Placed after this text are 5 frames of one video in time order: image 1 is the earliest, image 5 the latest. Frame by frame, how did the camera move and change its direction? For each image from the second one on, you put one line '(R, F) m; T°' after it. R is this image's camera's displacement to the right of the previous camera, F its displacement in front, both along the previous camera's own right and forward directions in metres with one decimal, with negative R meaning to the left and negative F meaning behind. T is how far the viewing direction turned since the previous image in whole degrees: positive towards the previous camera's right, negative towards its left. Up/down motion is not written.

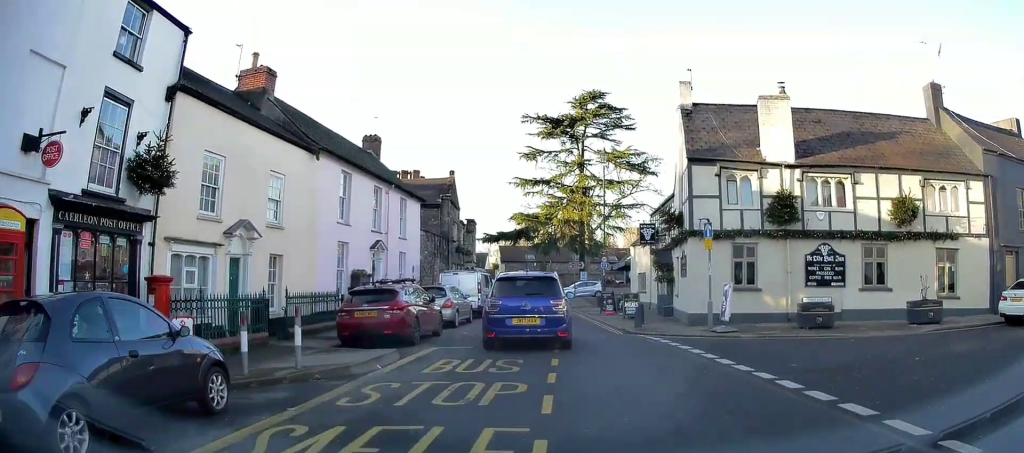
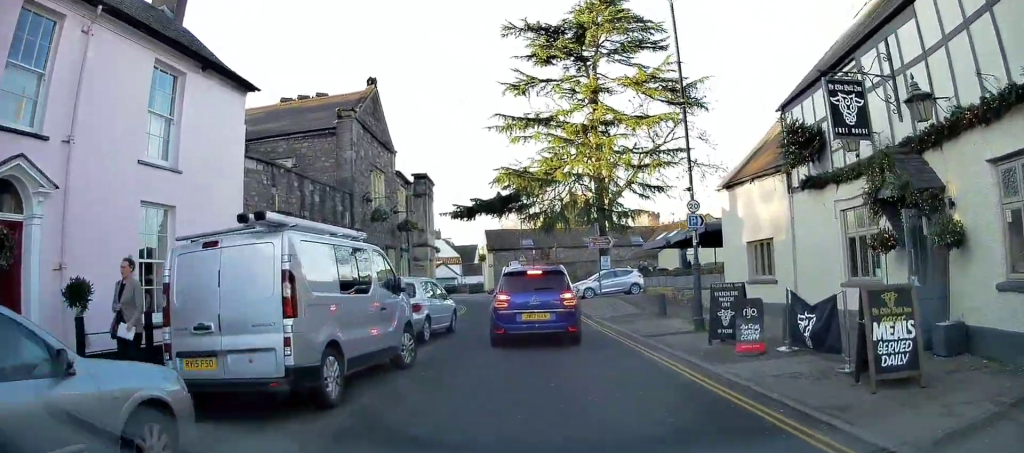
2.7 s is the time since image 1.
(+1.0, +19.2) m; +1°
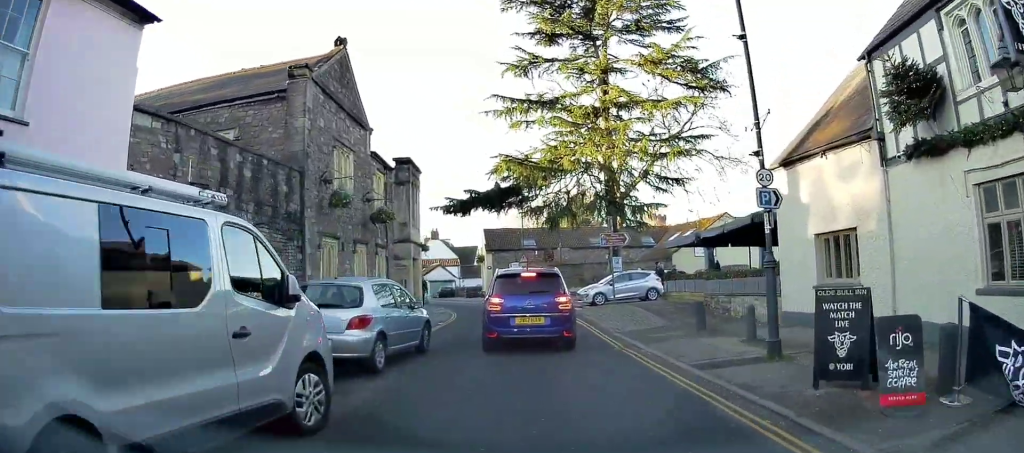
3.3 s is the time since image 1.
(-0.1, +4.1) m; 0°
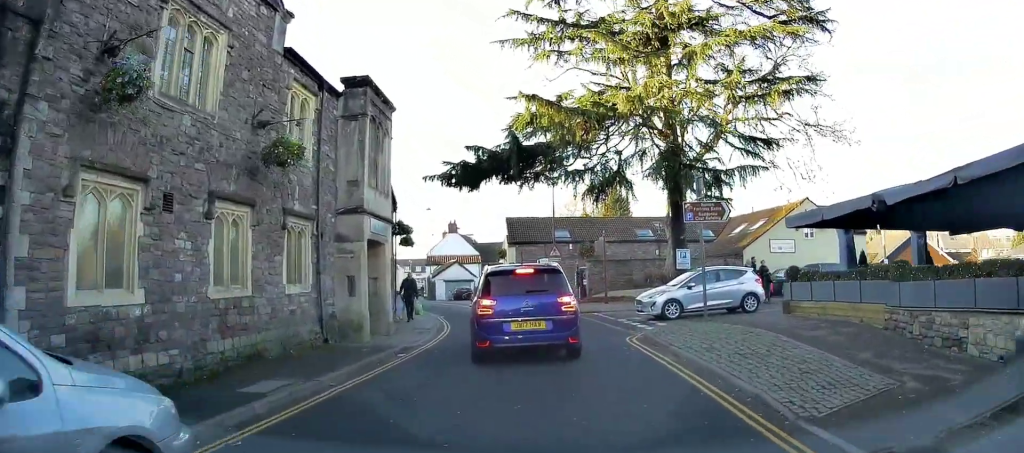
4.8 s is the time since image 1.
(+0.1, +9.7) m; +2°
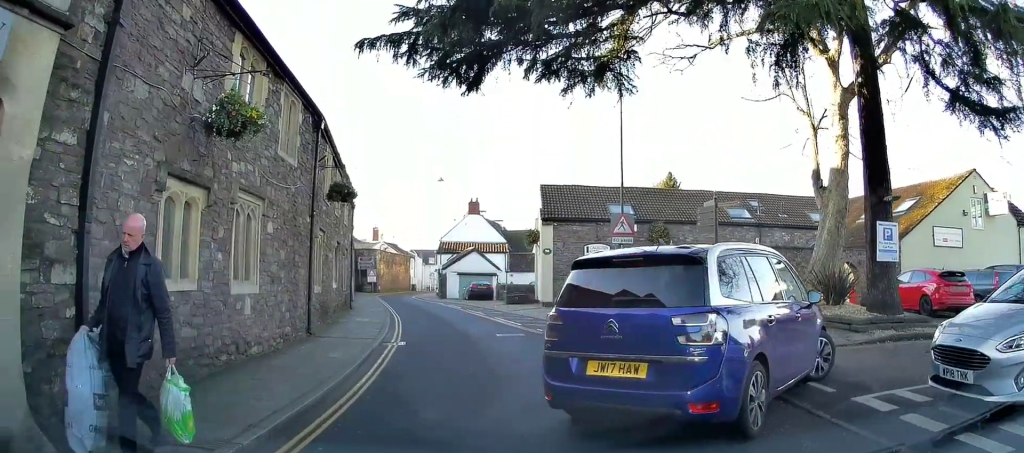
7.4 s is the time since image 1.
(-0.3, +13.4) m; -6°
